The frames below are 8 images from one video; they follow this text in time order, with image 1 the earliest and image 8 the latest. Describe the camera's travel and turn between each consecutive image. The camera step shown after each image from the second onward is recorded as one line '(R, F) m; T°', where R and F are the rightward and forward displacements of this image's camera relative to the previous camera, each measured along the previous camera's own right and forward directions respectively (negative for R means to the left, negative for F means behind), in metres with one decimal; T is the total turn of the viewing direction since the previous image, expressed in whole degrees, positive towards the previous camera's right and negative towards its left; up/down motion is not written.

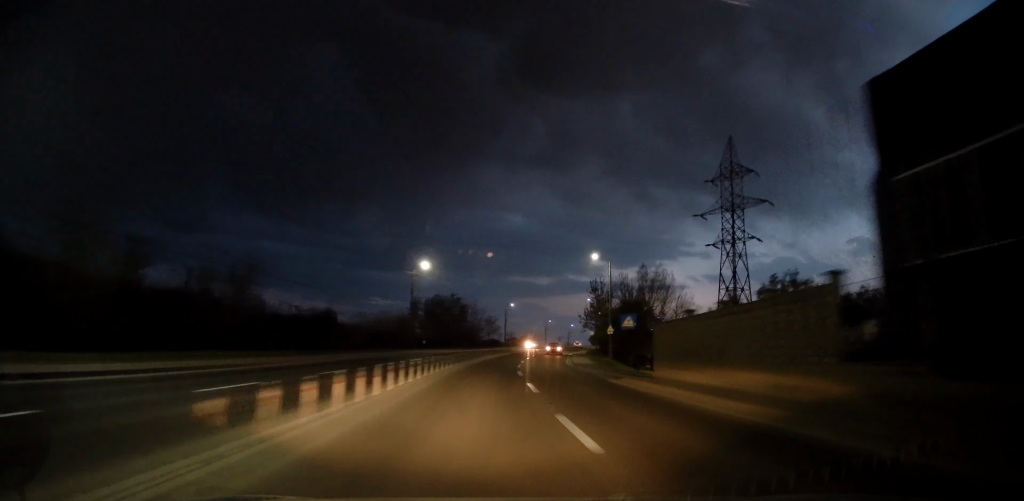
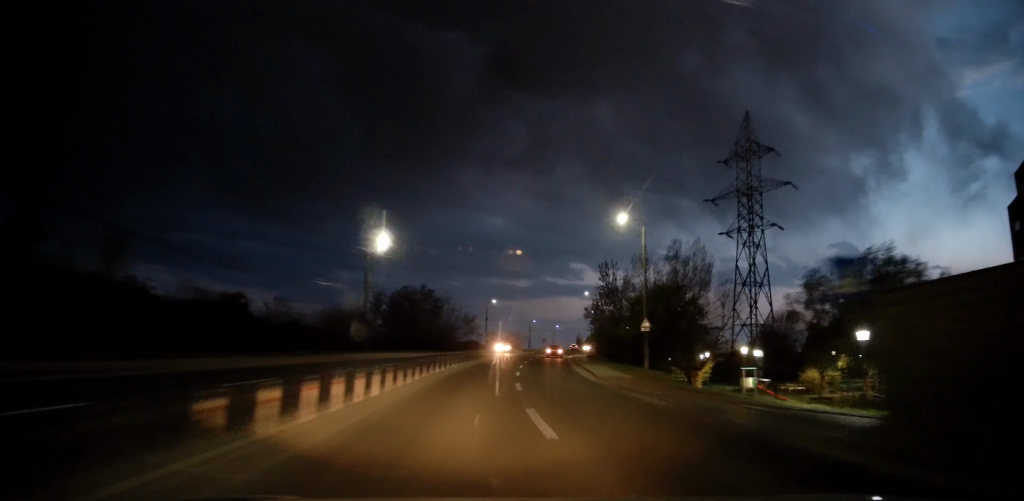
(+0.7, +14.9) m; +3°
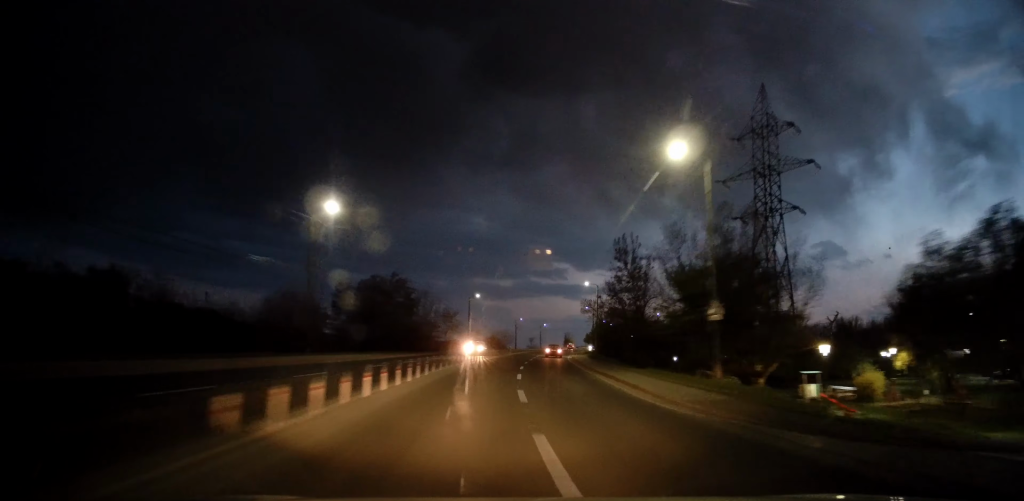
(+0.2, +11.4) m; +2°
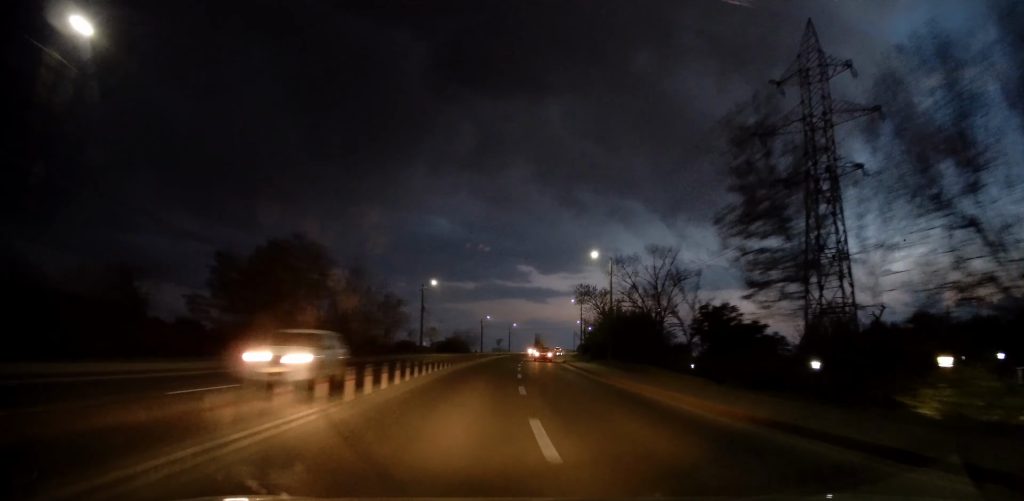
(+0.4, +22.3) m; +3°
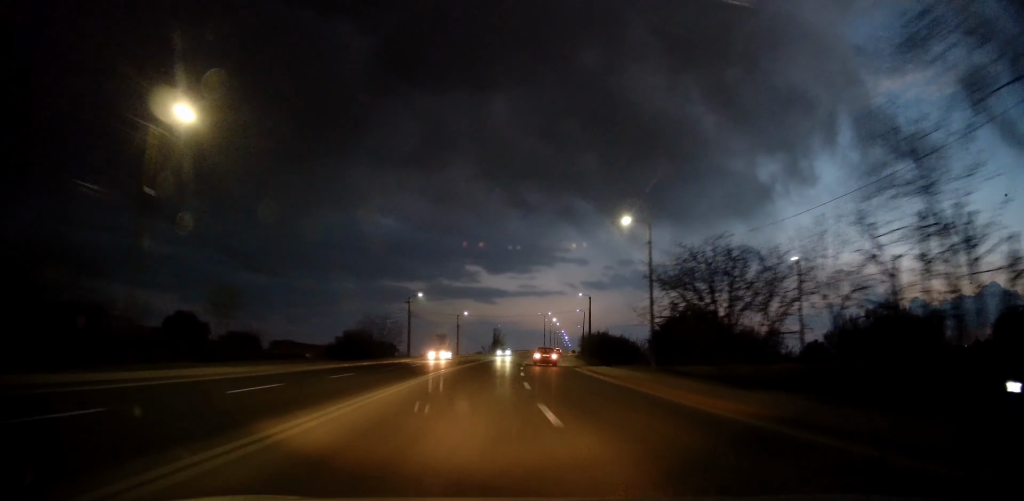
(+3.2, +53.1) m; +6°
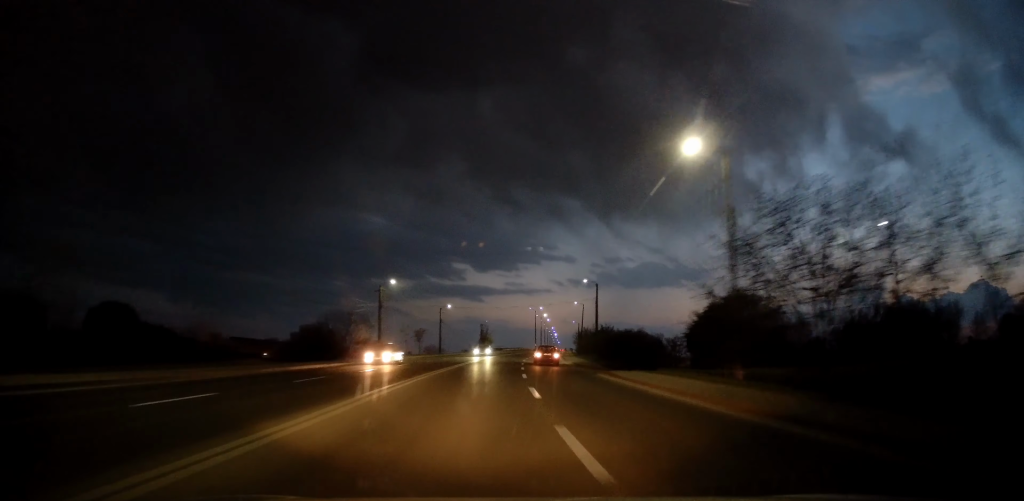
(+0.2, +11.8) m; +2°
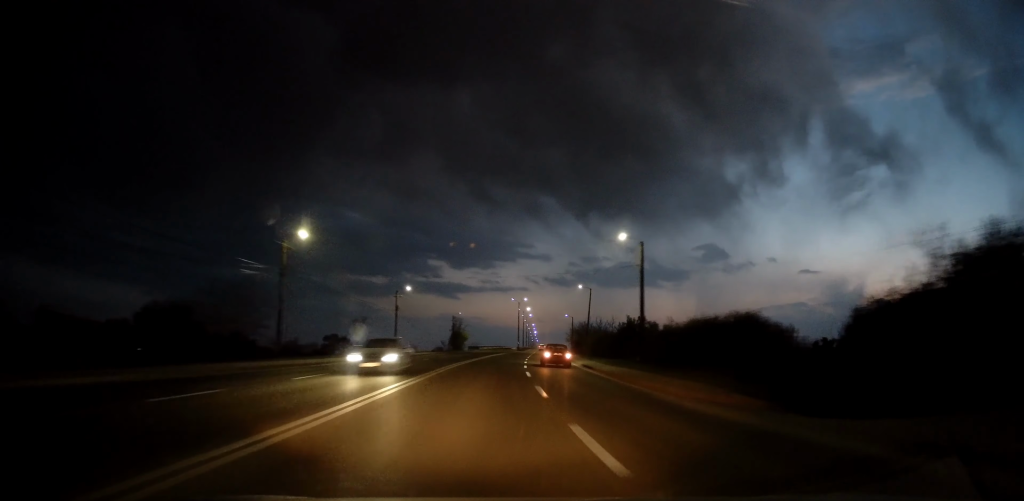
(+0.9, +23.8) m; +3°
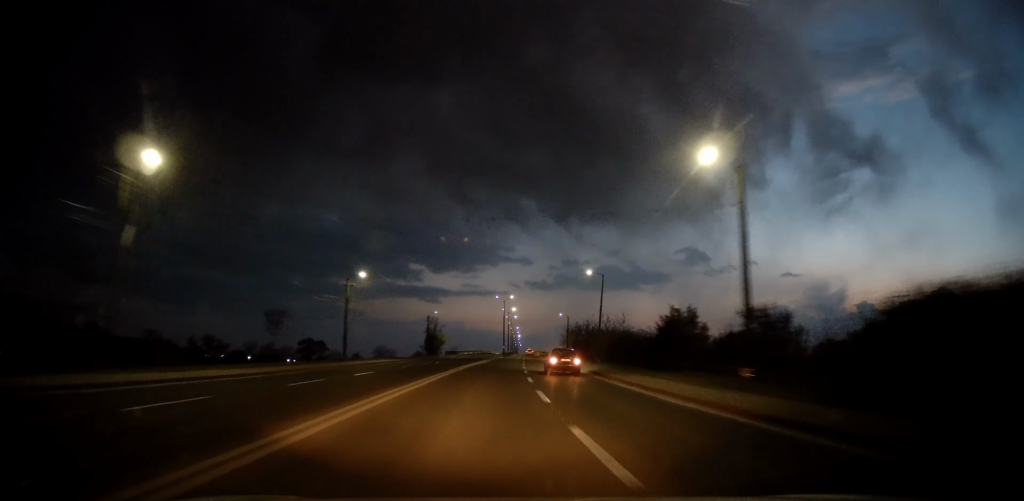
(+0.3, +16.4) m; +1°
